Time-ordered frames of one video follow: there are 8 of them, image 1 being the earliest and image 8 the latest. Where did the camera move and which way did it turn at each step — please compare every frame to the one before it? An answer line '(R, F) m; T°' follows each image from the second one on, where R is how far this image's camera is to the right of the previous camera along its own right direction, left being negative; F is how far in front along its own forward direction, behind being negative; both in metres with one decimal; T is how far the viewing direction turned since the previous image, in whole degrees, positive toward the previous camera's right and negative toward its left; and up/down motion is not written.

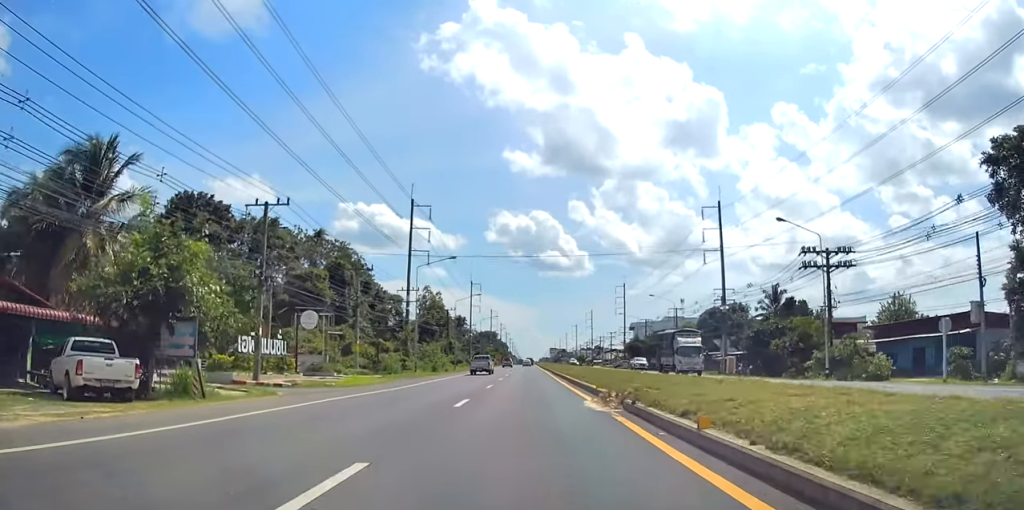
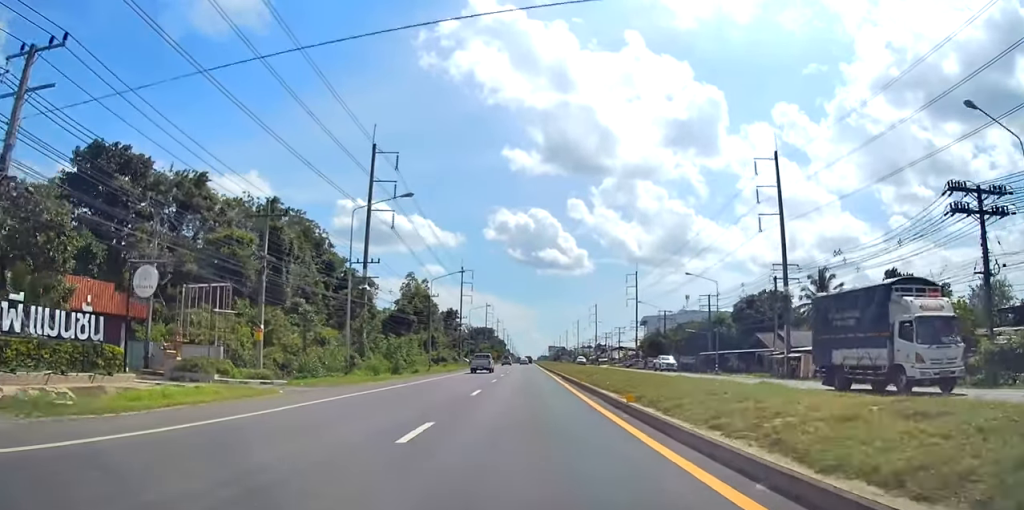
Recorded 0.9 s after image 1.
(-0.4, +18.8) m; -1°
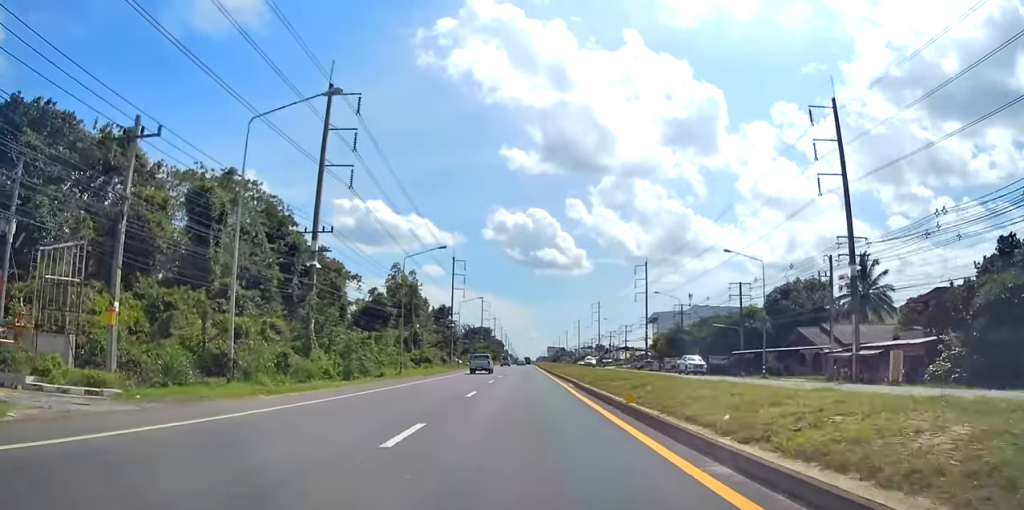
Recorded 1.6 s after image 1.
(-0.1, +12.8) m; 0°
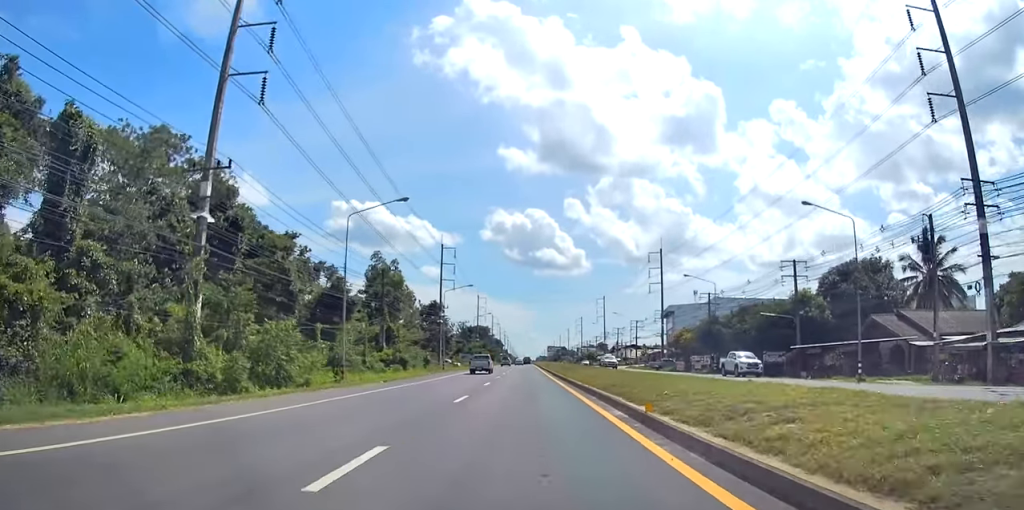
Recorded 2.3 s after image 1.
(0.0, +15.1) m; 0°
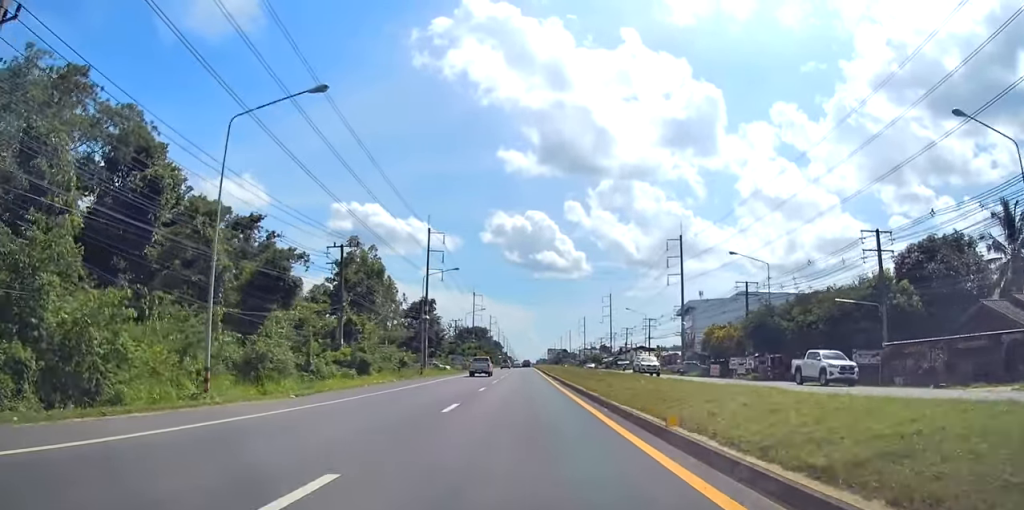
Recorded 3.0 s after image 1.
(0.0, +14.1) m; +1°
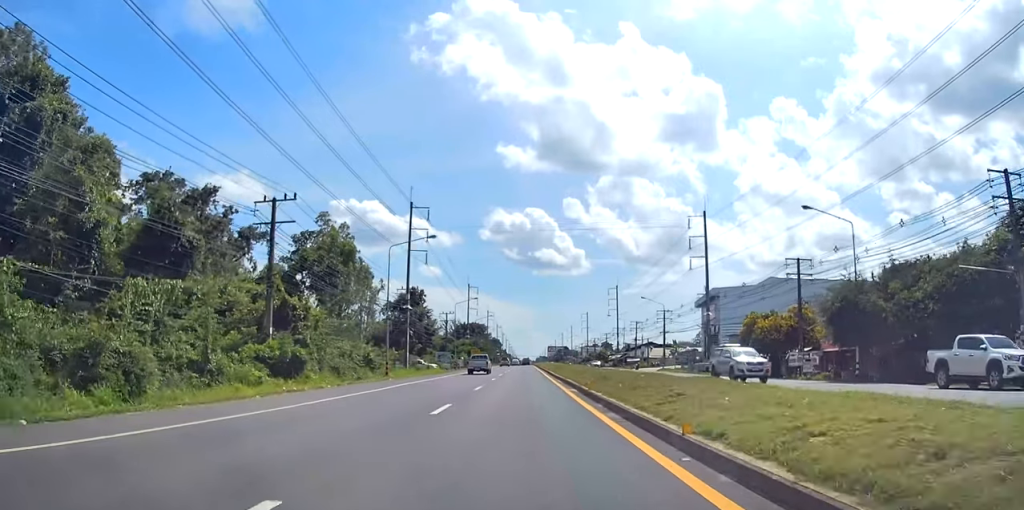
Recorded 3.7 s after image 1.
(+0.3, +13.2) m; 0°
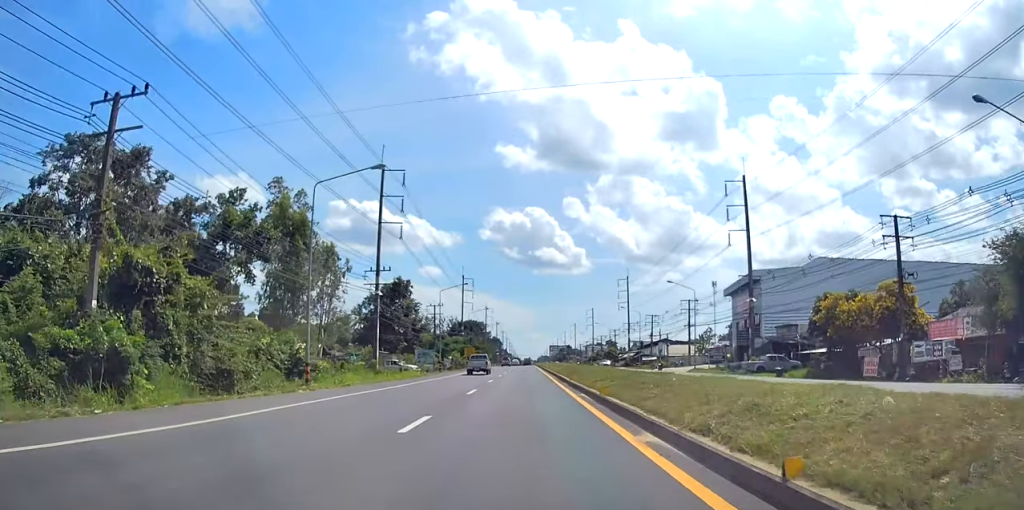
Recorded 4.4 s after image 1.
(0.0, +15.6) m; -1°
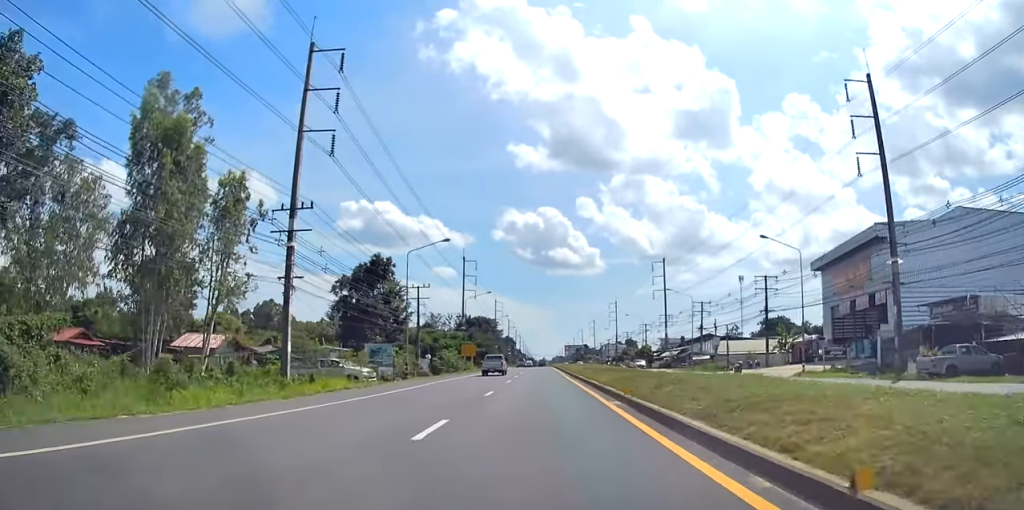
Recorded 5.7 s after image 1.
(-0.7, +25.2) m; -1°
